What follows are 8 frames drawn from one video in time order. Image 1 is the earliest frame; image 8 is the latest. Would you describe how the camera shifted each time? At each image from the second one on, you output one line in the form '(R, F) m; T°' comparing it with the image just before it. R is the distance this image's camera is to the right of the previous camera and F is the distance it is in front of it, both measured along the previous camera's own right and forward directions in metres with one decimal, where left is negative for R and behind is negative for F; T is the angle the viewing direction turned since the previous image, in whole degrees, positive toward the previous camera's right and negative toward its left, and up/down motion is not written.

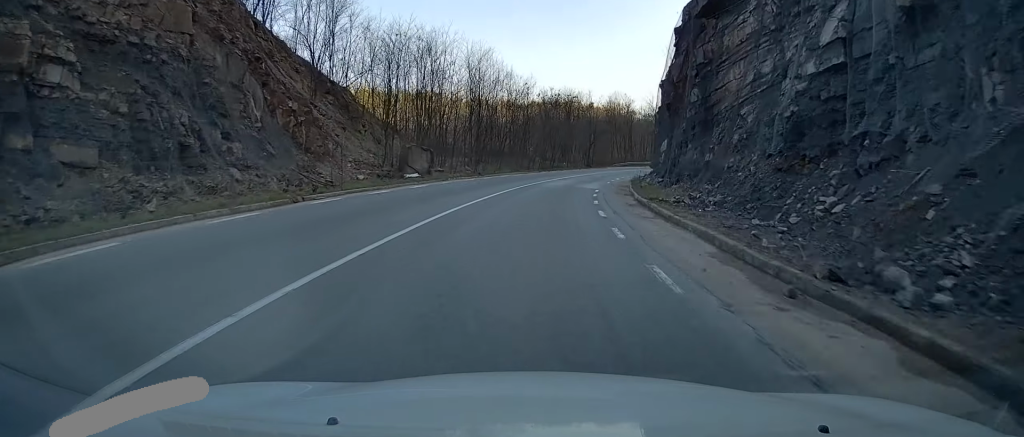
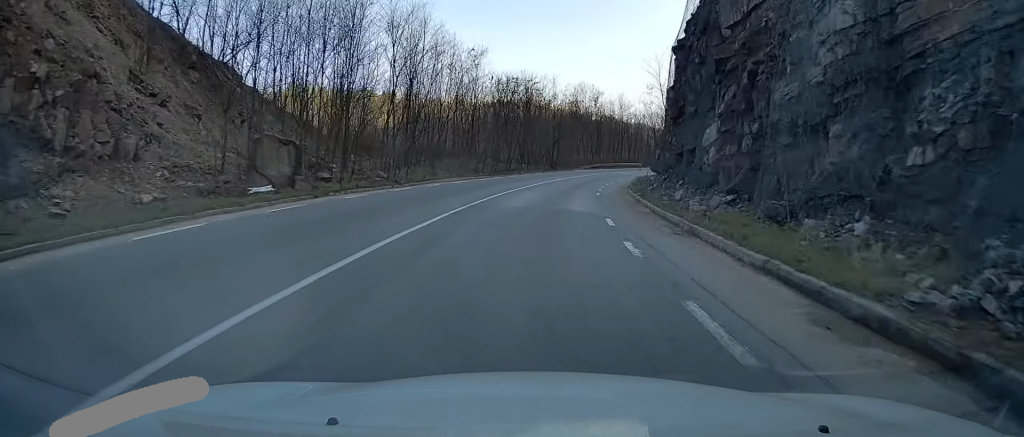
(+0.7, +16.9) m; +4°
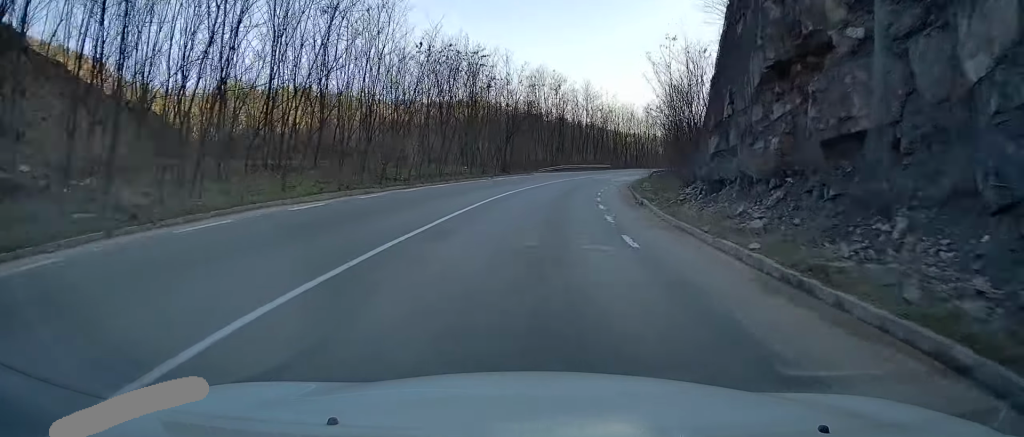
(+0.8, +18.4) m; +5°
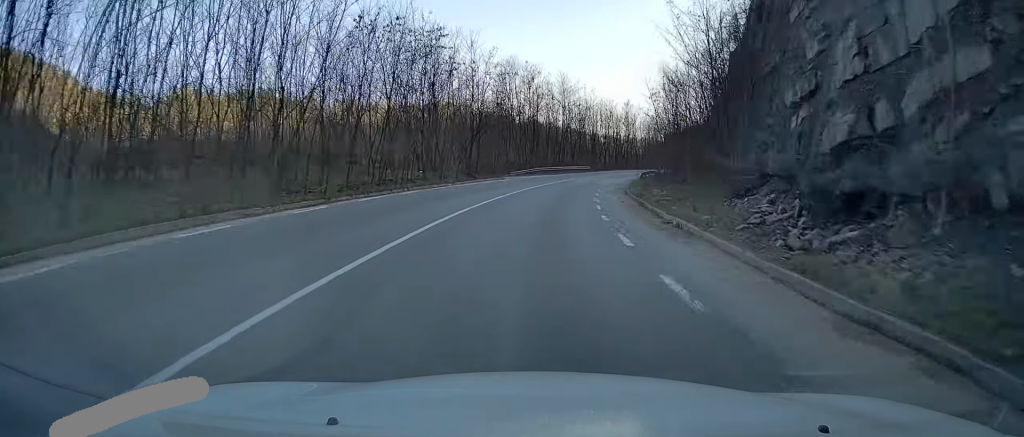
(+0.2, +9.6) m; +2°
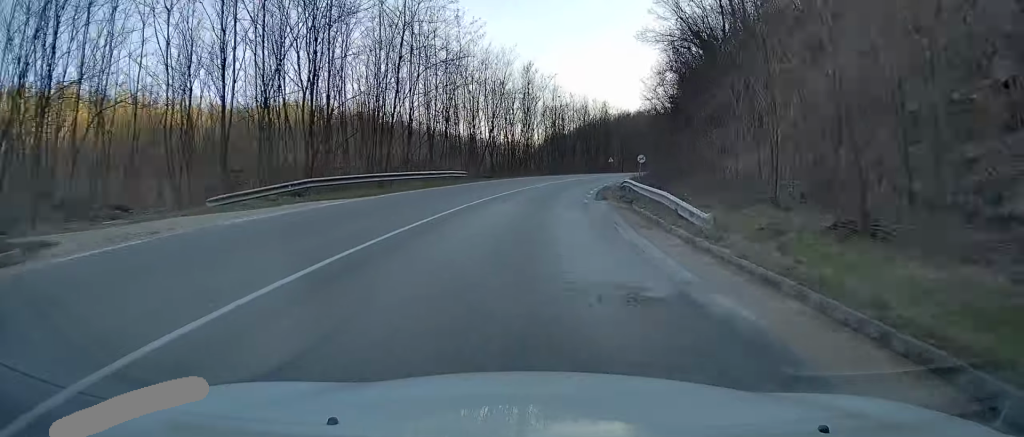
(+4.3, +46.6) m; +10°
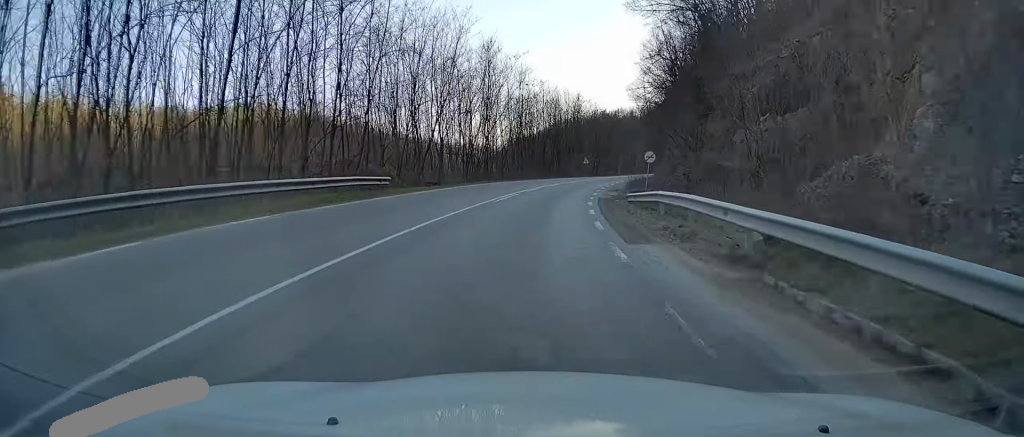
(+0.4, +15.0) m; +3°
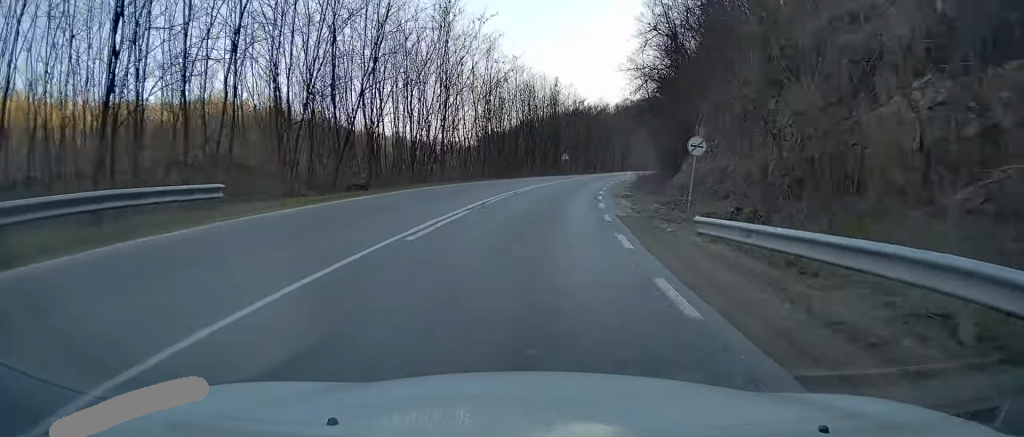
(+0.1, +13.5) m; +3°
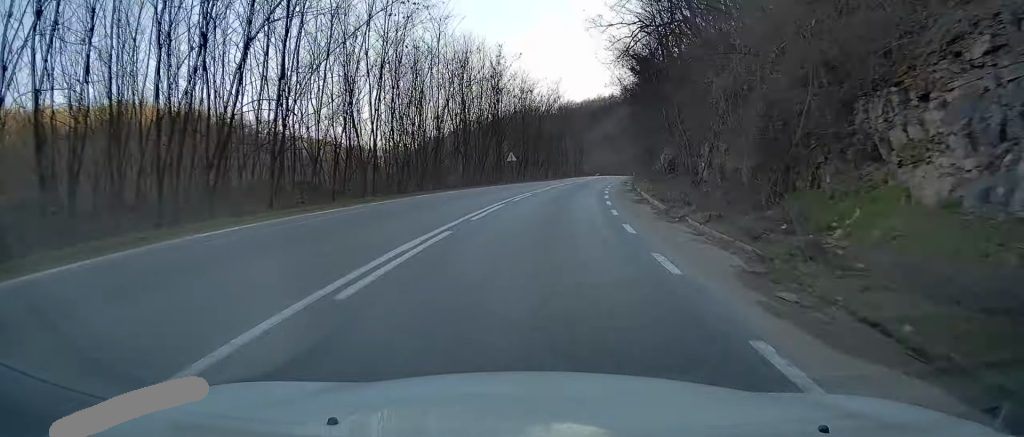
(+1.0, +22.7) m; +5°
